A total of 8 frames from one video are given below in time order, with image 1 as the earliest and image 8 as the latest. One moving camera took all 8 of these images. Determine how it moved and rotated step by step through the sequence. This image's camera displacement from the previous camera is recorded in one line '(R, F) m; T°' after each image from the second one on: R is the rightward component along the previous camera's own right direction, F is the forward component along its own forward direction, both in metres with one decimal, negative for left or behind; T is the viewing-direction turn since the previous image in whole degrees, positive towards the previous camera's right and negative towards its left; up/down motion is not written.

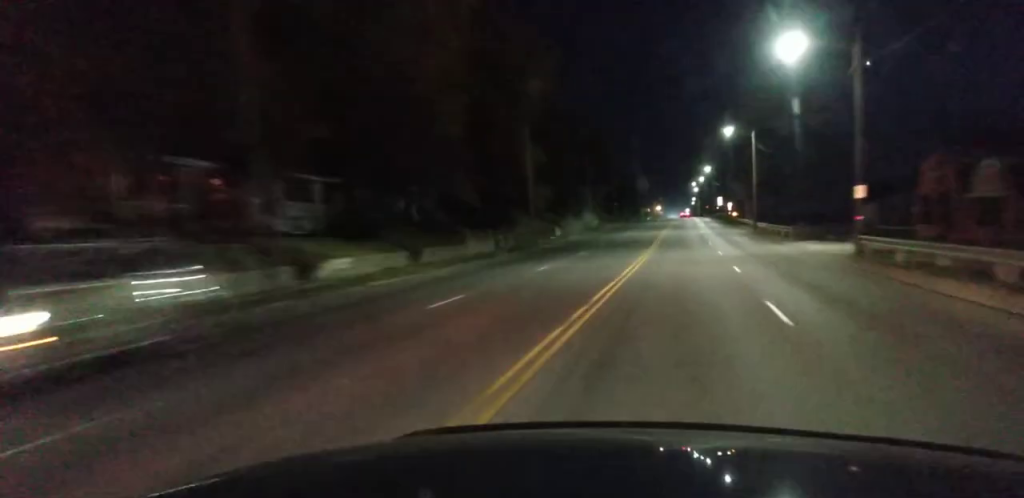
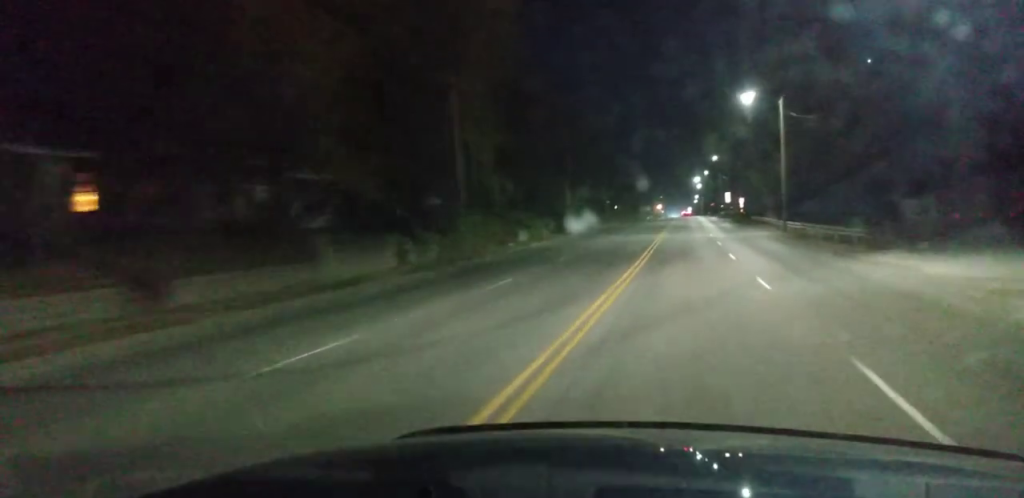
(-0.2, +19.2) m; 0°
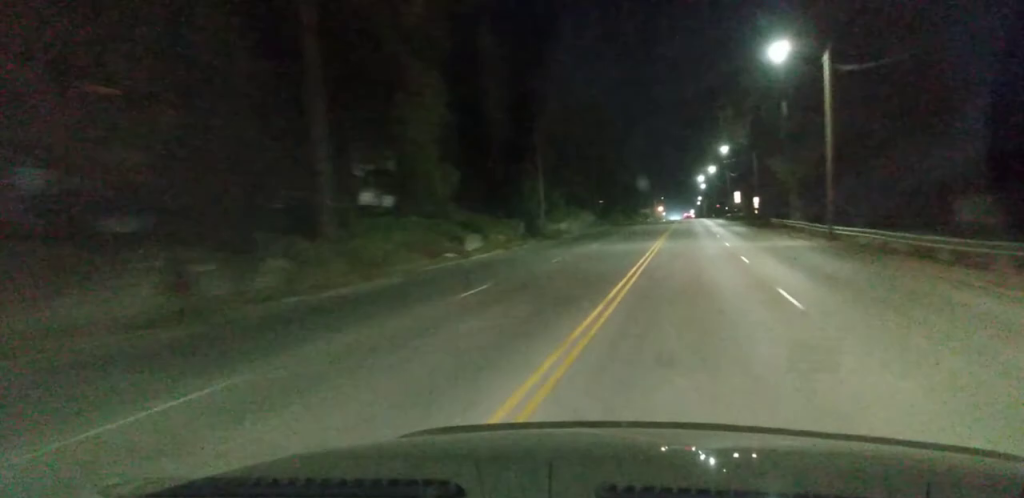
(0.0, +16.2) m; +1°
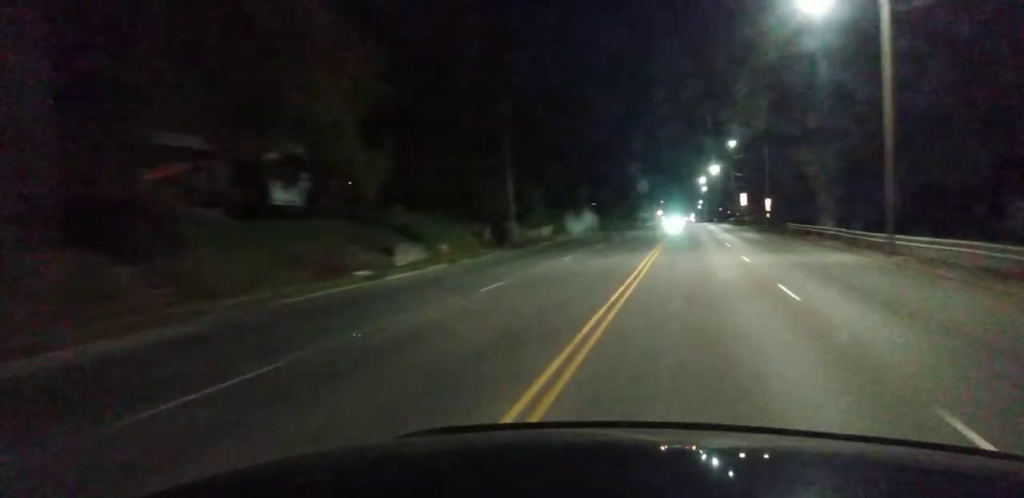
(+0.1, +12.9) m; +1°
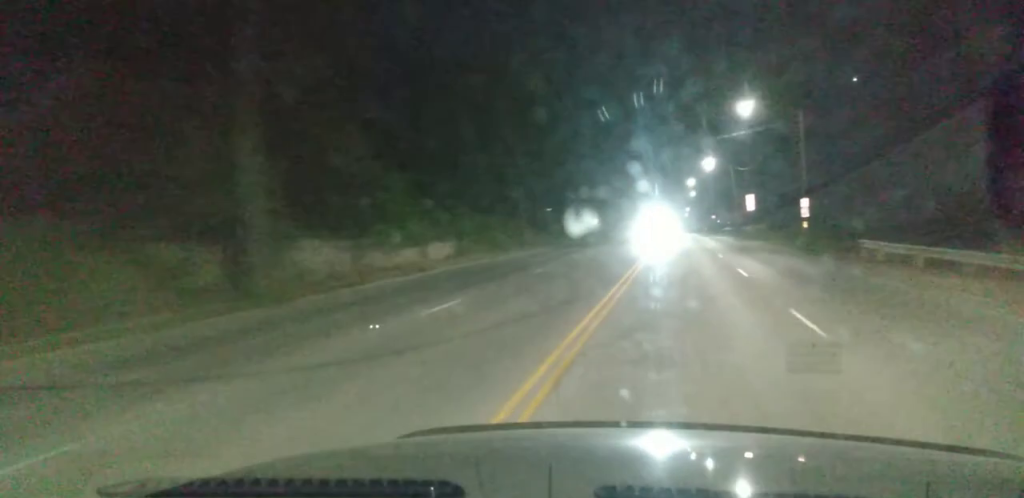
(+0.1, +28.1) m; -1°
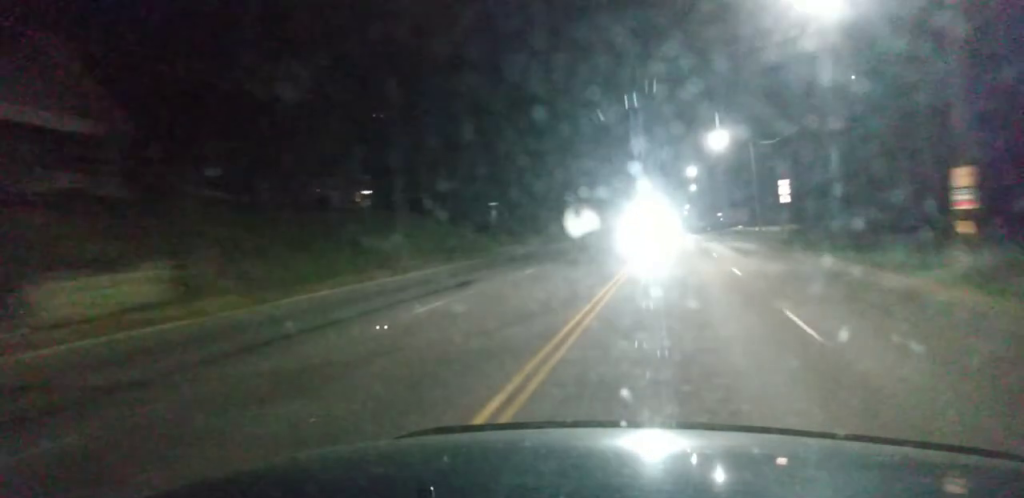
(-0.5, +24.8) m; 0°
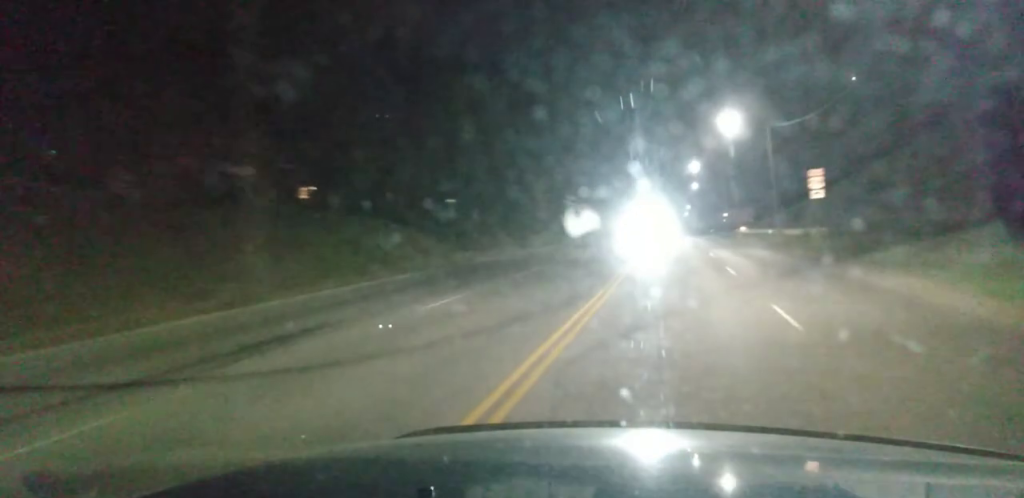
(+0.3, +12.0) m; +2°
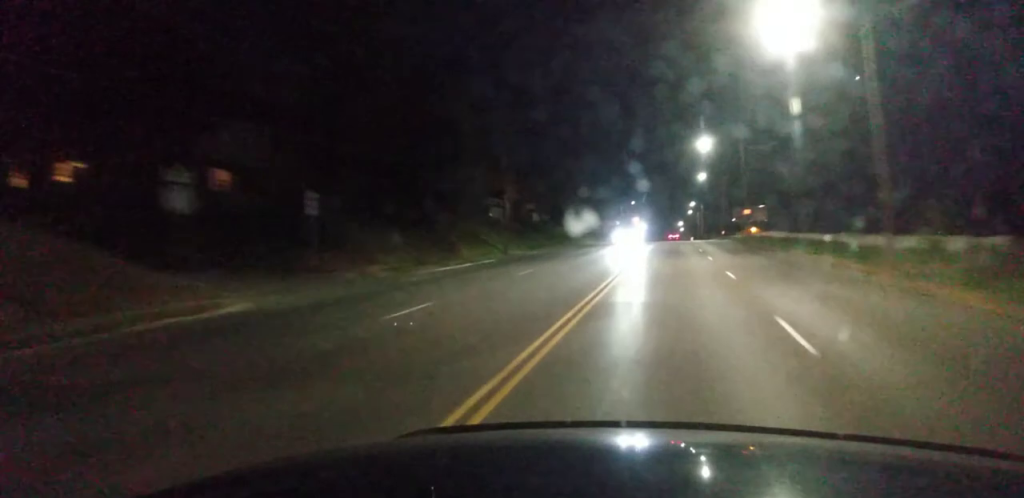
(+0.9, +28.4) m; 0°
